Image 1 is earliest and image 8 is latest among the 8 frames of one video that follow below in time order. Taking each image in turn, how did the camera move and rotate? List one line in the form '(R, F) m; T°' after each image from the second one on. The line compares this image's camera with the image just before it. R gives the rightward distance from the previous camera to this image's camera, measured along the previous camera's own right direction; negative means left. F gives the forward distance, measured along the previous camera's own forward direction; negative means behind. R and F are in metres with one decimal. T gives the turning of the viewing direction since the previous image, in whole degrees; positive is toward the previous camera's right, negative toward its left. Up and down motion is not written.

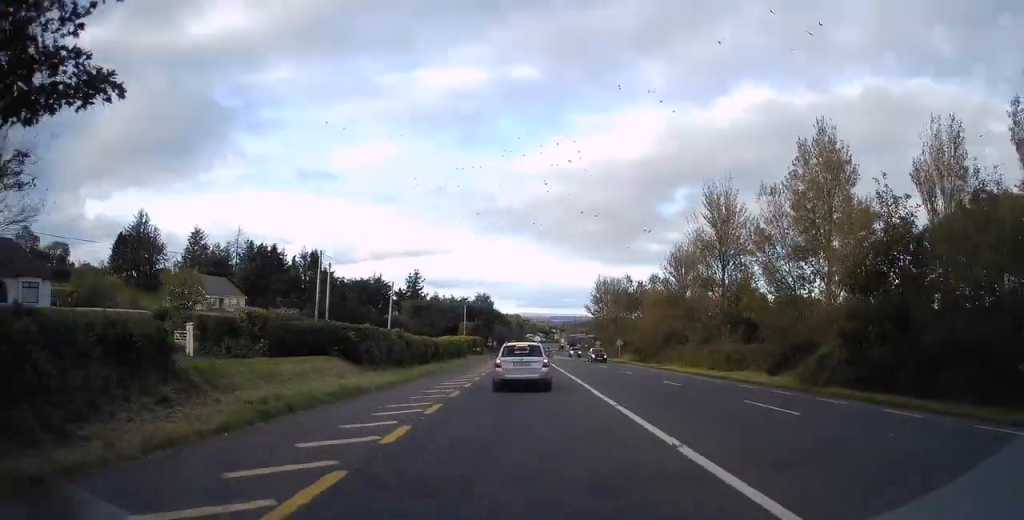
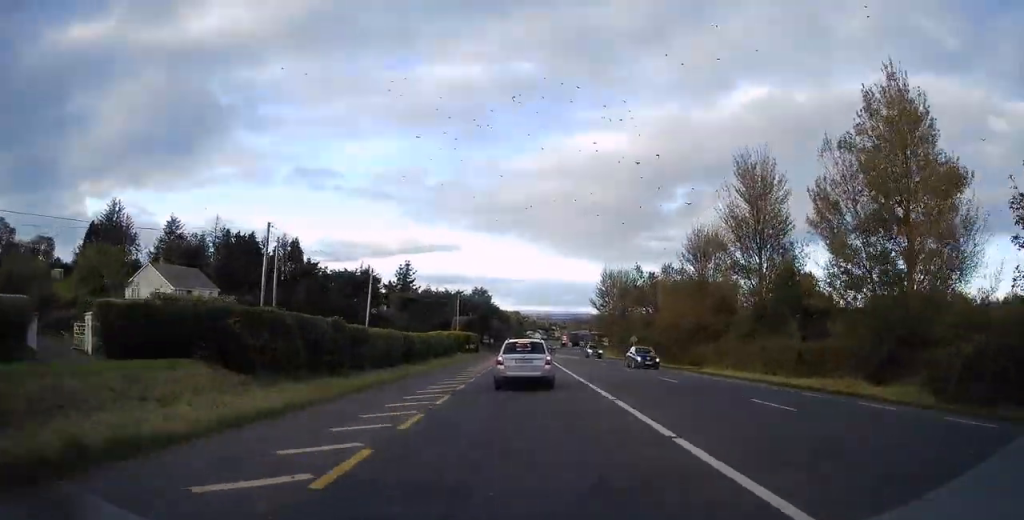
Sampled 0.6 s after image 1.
(0.0, +11.8) m; 0°
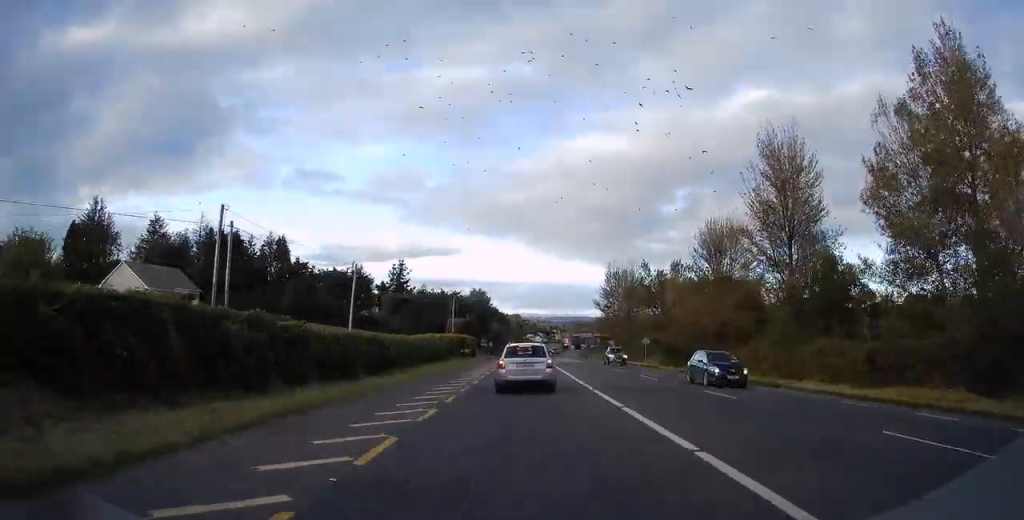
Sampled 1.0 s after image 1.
(0.0, +7.8) m; 0°
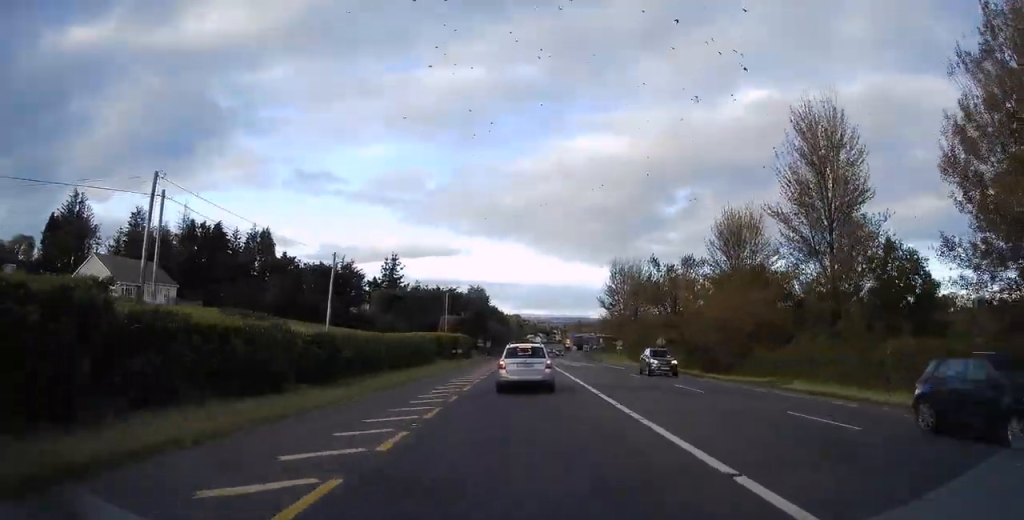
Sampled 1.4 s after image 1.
(0.0, +8.2) m; 0°
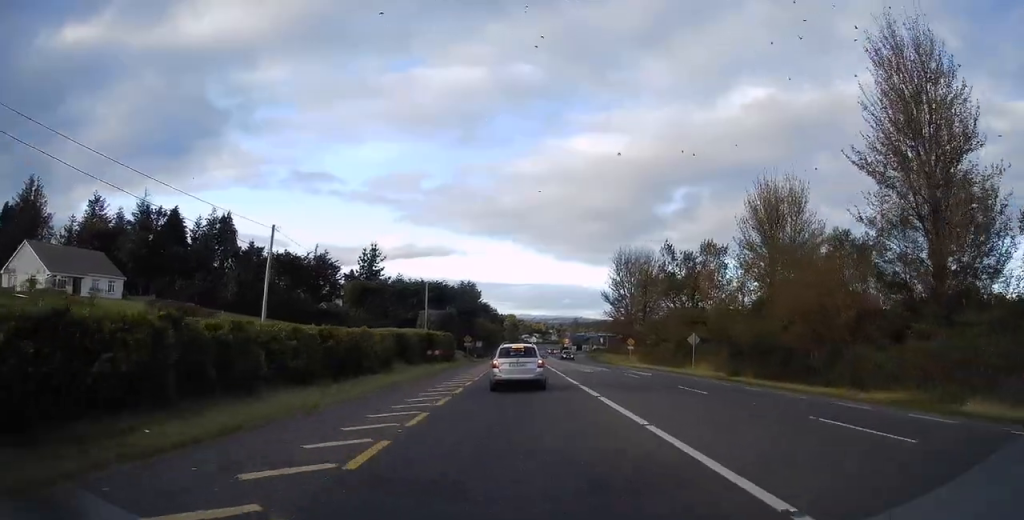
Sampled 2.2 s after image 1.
(+0.1, +14.1) m; -1°
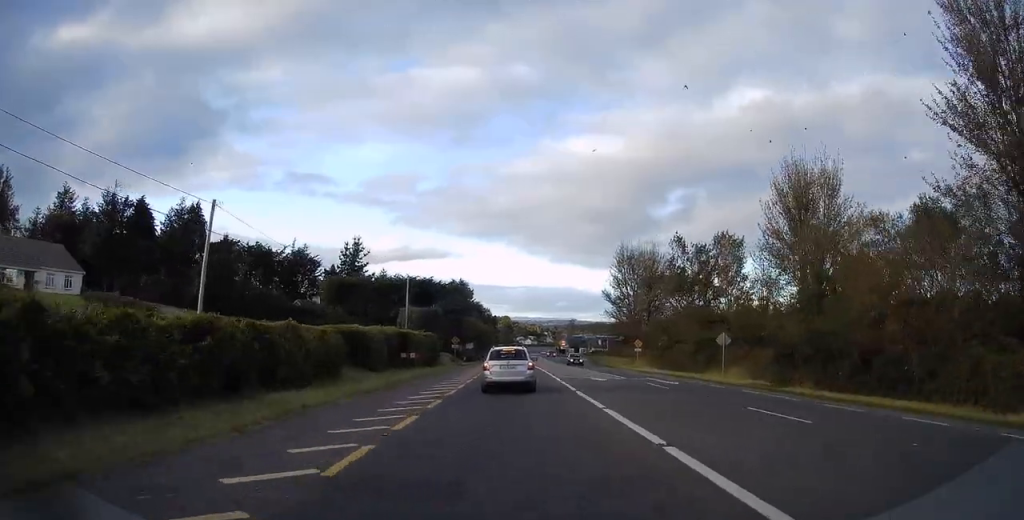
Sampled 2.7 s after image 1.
(-0.2, +7.8) m; -1°
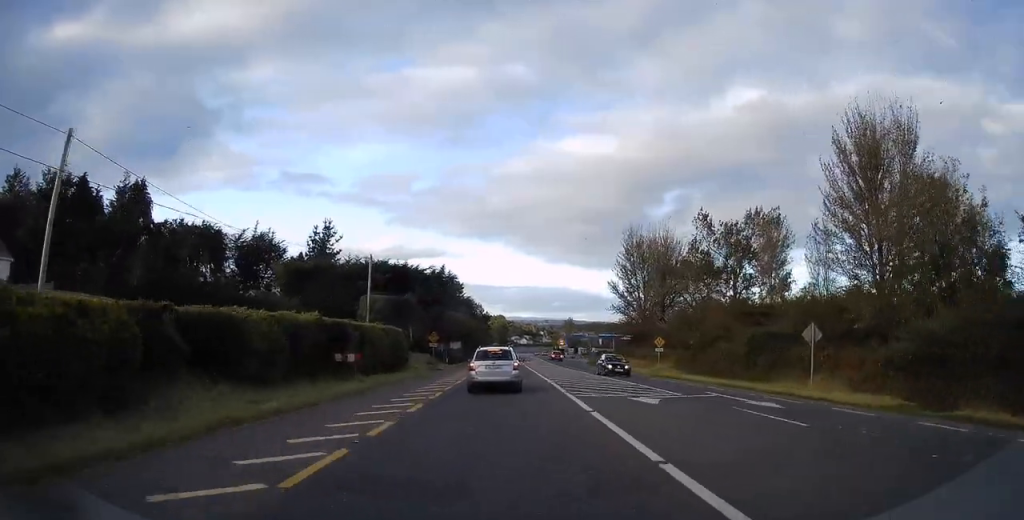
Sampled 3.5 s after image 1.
(-0.2, +11.5) m; 0°
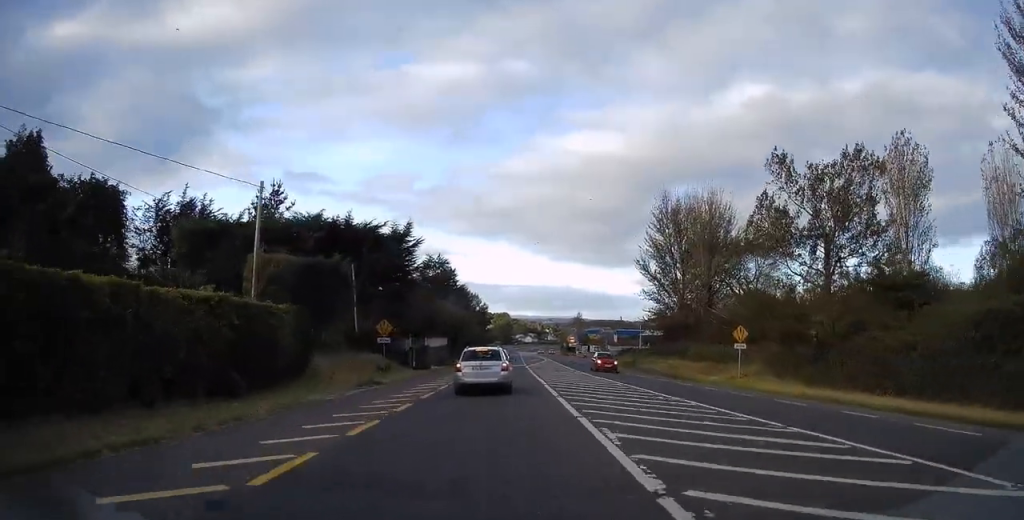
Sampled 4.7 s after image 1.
(+0.2, +16.0) m; +1°
